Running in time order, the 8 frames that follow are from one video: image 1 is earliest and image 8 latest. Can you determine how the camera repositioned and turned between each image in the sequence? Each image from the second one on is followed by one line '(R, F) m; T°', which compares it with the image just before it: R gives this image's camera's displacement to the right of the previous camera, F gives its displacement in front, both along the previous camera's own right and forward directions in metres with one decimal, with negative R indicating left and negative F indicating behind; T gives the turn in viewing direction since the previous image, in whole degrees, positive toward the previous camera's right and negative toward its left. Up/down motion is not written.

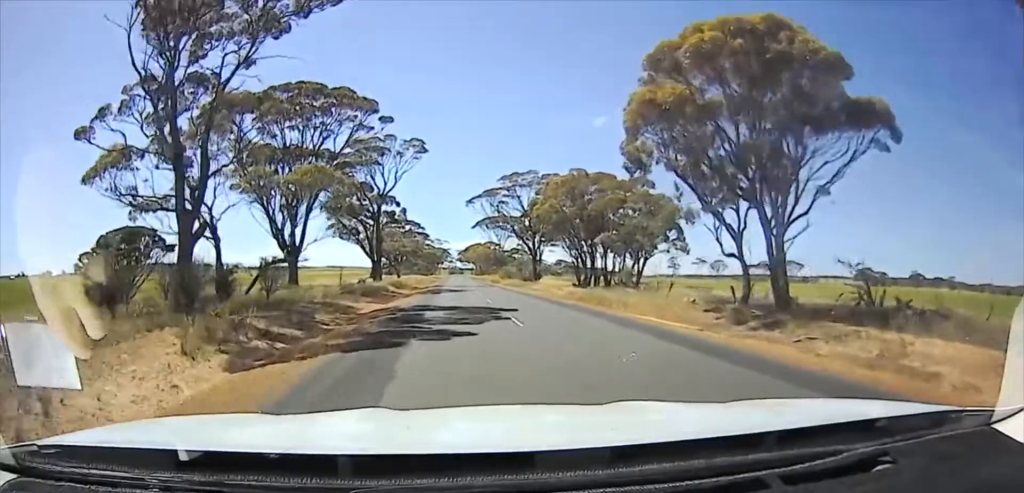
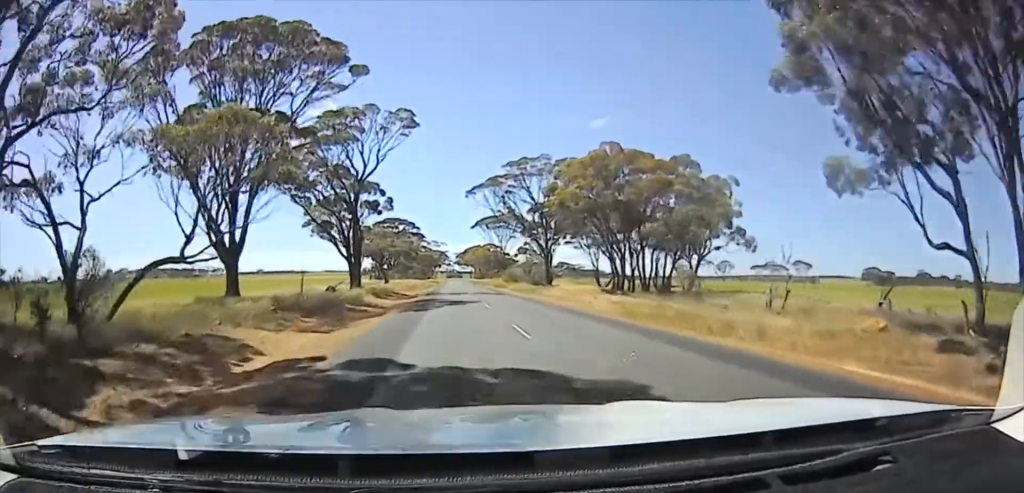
(0.0, +15.7) m; 0°
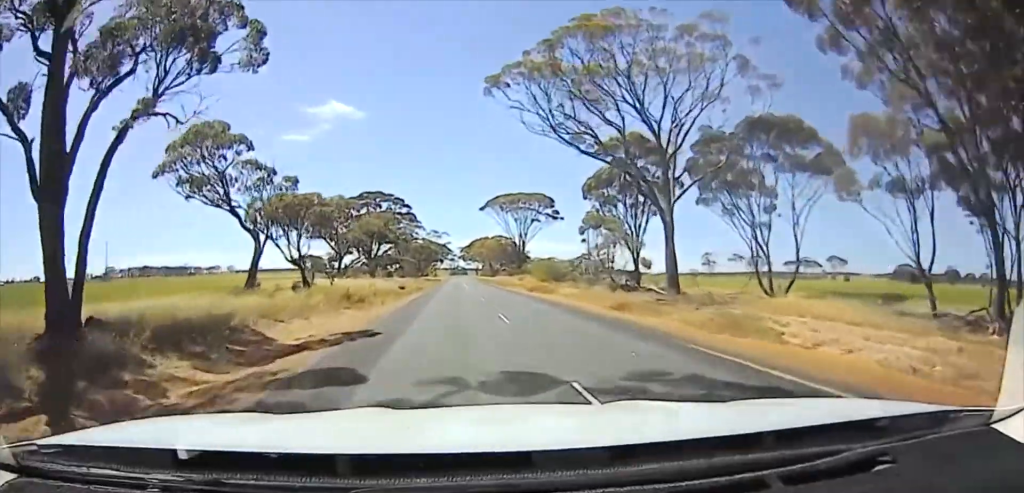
(0.0, +43.2) m; 0°
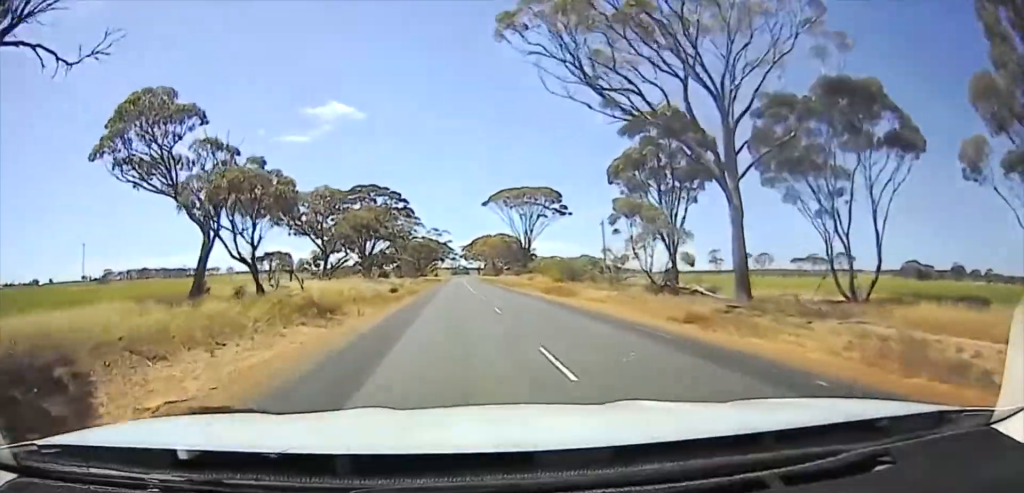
(0.0, +8.3) m; 0°
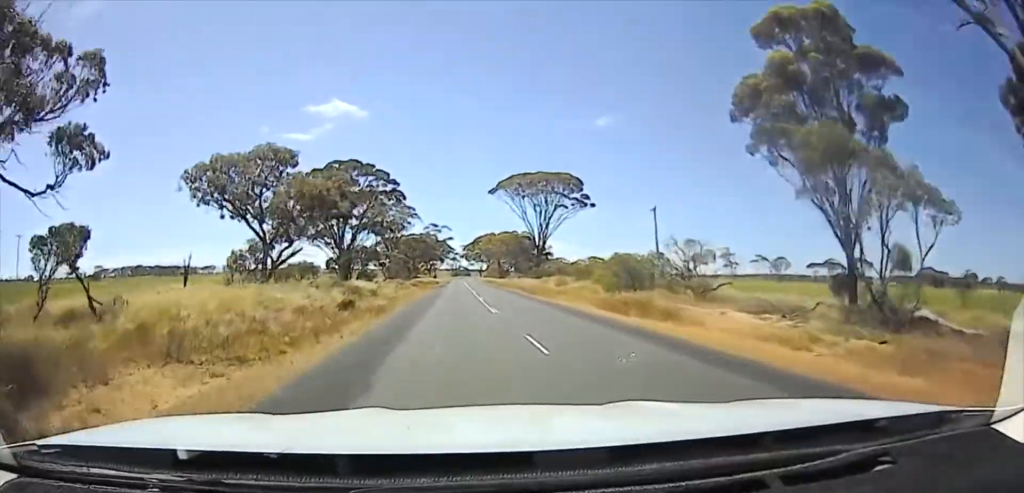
(0.0, +19.6) m; 0°
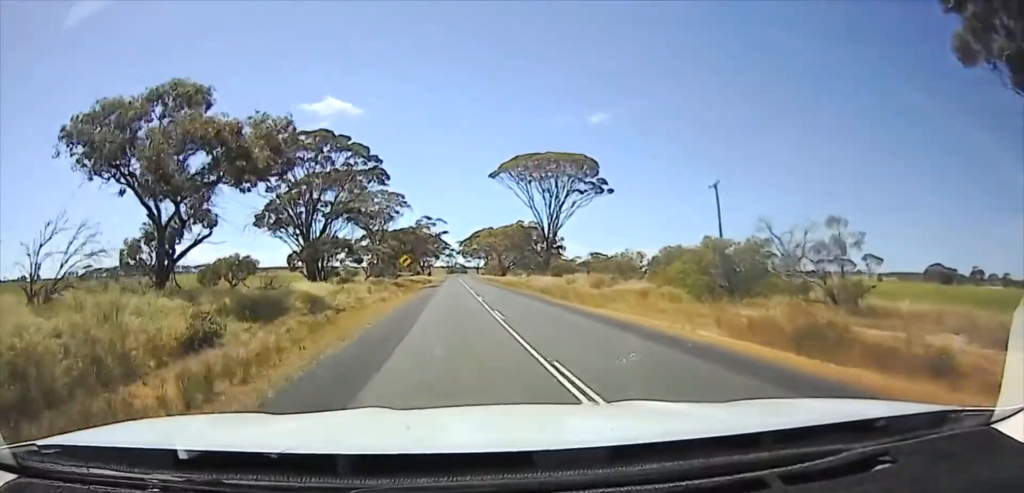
(0.0, +13.5) m; 0°
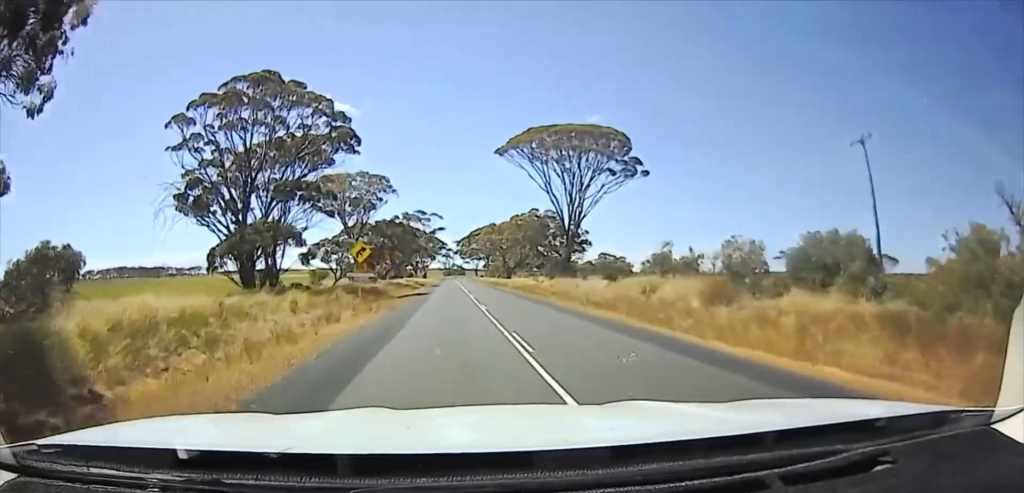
(0.0, +16.4) m; 0°
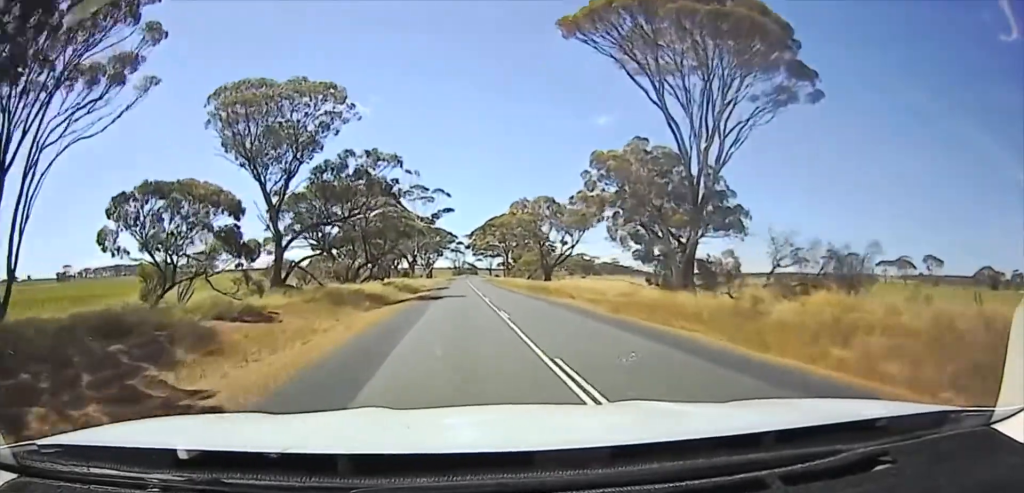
(0.0, +25.9) m; 0°
